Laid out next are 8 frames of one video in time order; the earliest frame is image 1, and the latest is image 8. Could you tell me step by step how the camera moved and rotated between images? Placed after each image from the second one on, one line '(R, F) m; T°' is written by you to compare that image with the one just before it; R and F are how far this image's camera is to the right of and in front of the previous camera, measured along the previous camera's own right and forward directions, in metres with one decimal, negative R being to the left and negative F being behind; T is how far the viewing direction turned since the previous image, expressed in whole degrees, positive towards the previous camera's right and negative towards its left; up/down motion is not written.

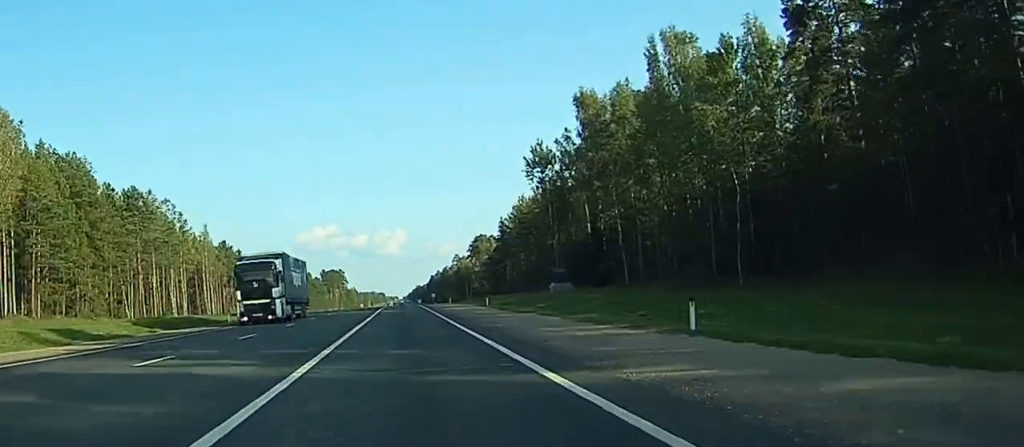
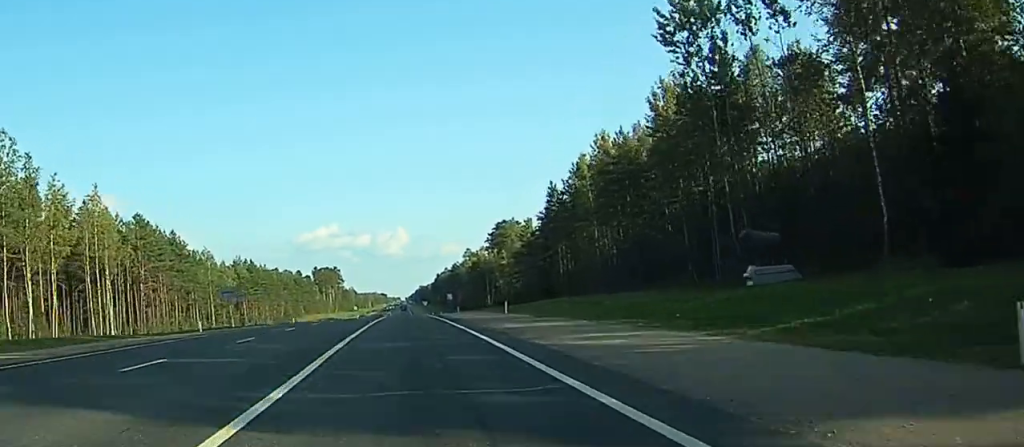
(-1.9, +63.3) m; +2°
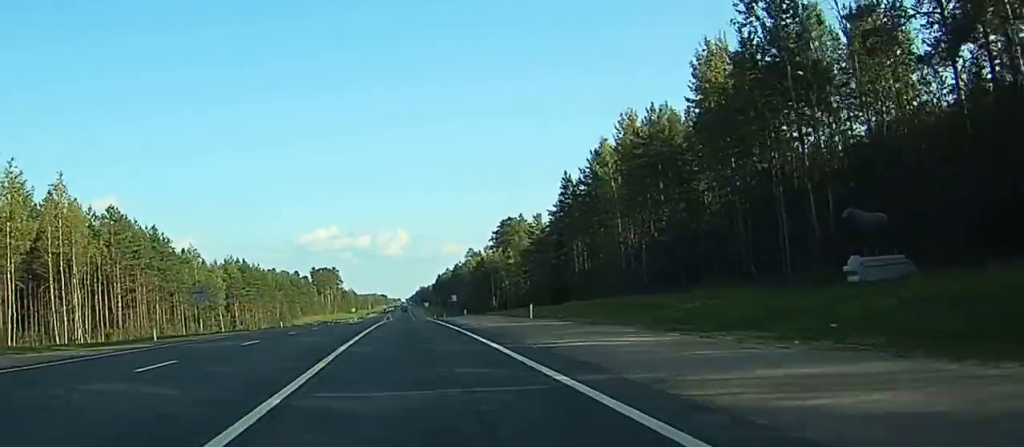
(+0.1, +11.6) m; 0°
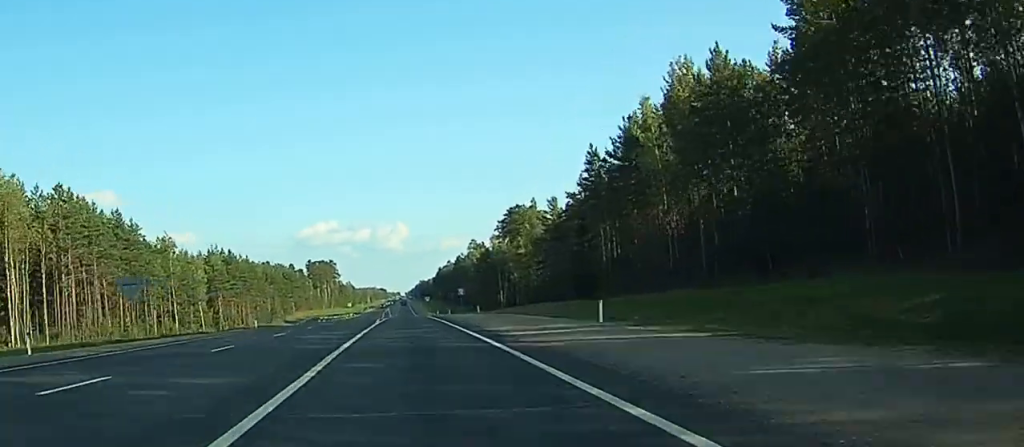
(0.0, +17.0) m; 0°
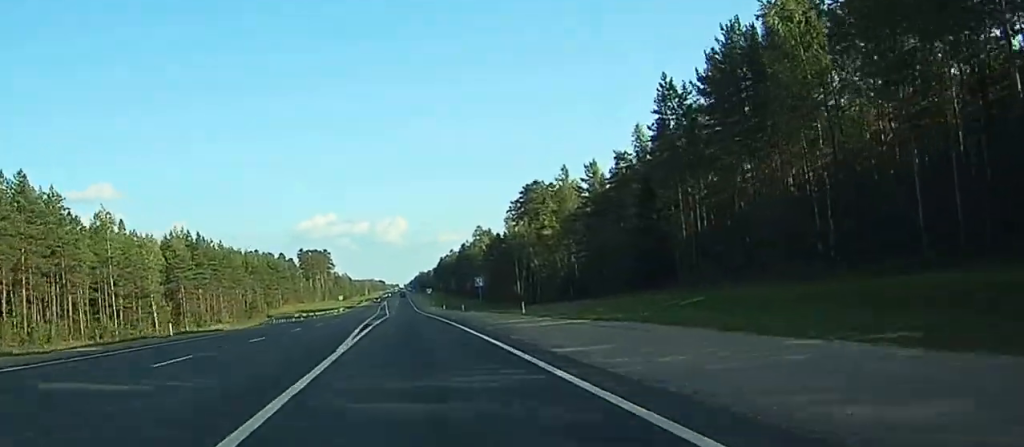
(-0.1, +30.1) m; 0°
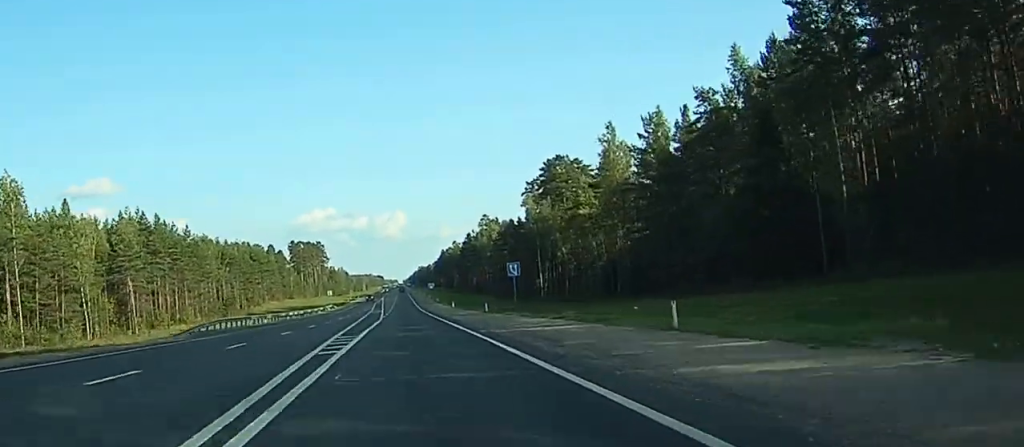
(0.0, +28.2) m; 0°
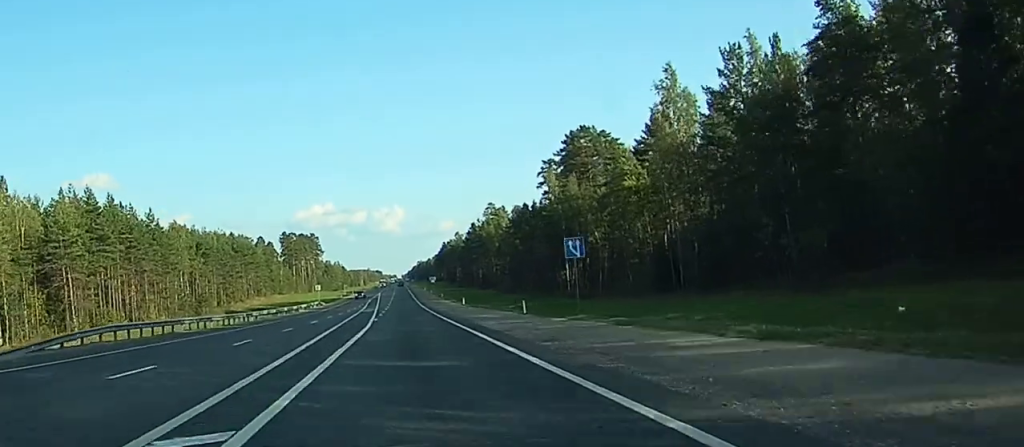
(0.0, +22.8) m; +1°
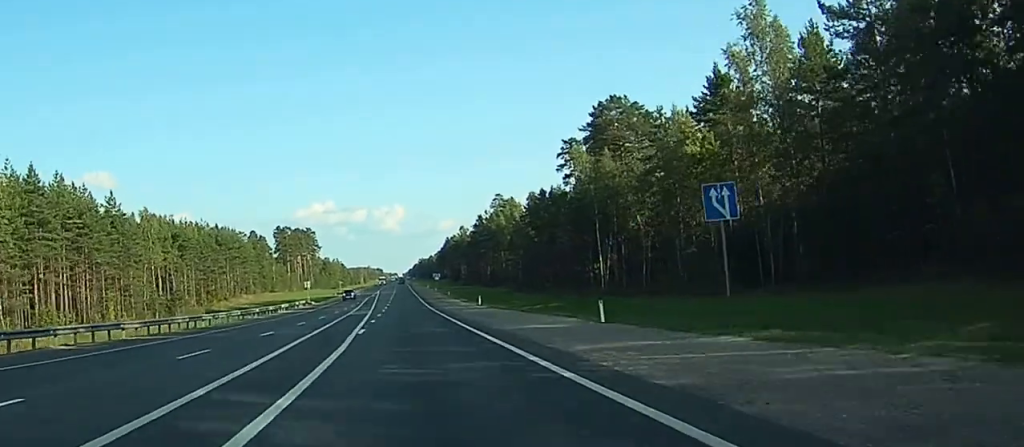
(-0.1, +19.1) m; +1°
